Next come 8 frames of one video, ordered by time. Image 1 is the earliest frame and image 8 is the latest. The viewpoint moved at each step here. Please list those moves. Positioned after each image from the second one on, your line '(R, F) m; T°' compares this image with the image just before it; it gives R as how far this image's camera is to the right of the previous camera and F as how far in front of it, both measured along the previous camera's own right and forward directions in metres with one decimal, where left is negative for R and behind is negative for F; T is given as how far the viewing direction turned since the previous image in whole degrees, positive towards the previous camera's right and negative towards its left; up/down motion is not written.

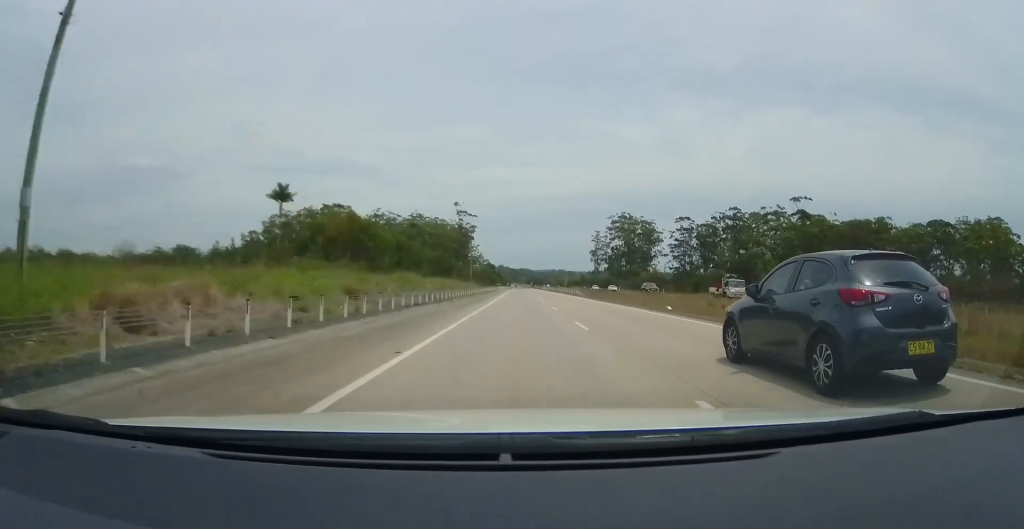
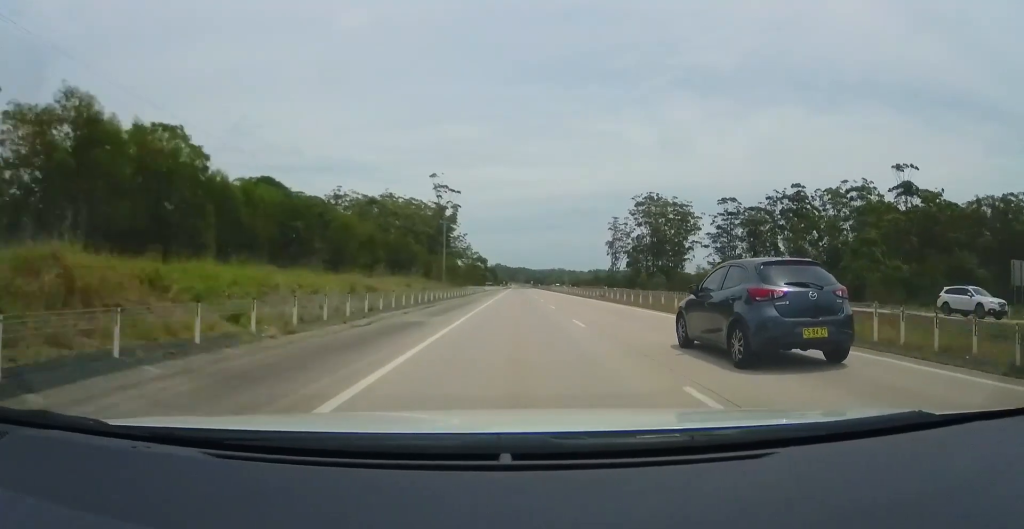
(-0.2, +58.5) m; +1°
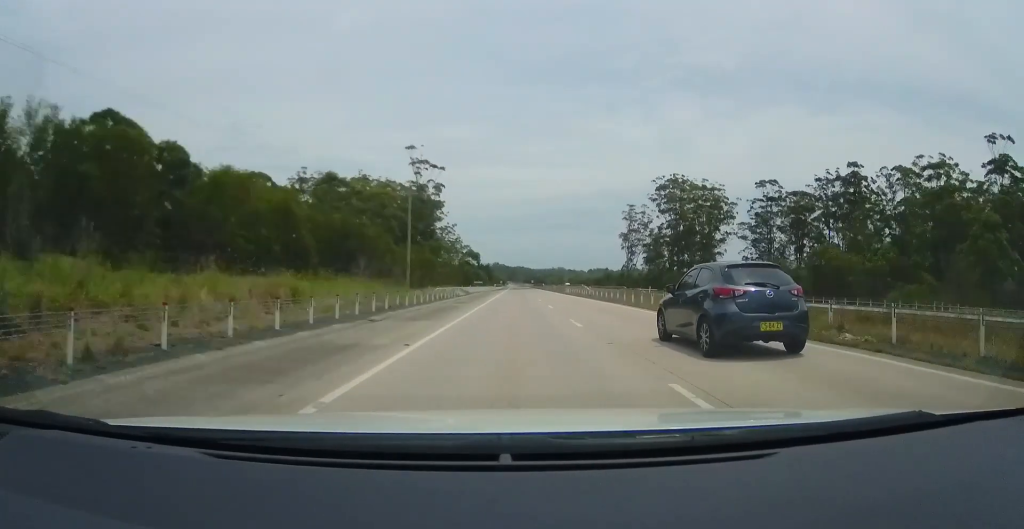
(+0.3, +35.3) m; 0°
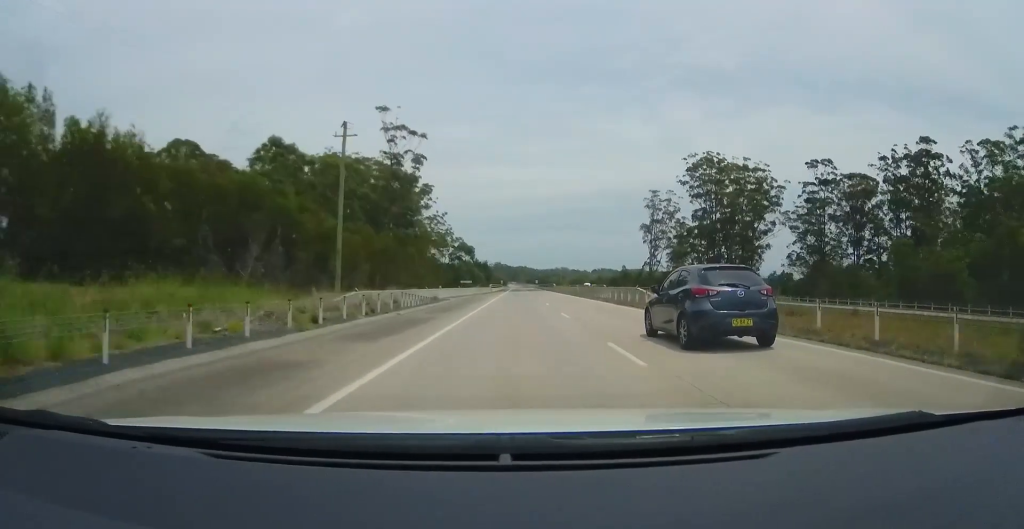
(-0.1, +31.6) m; -1°
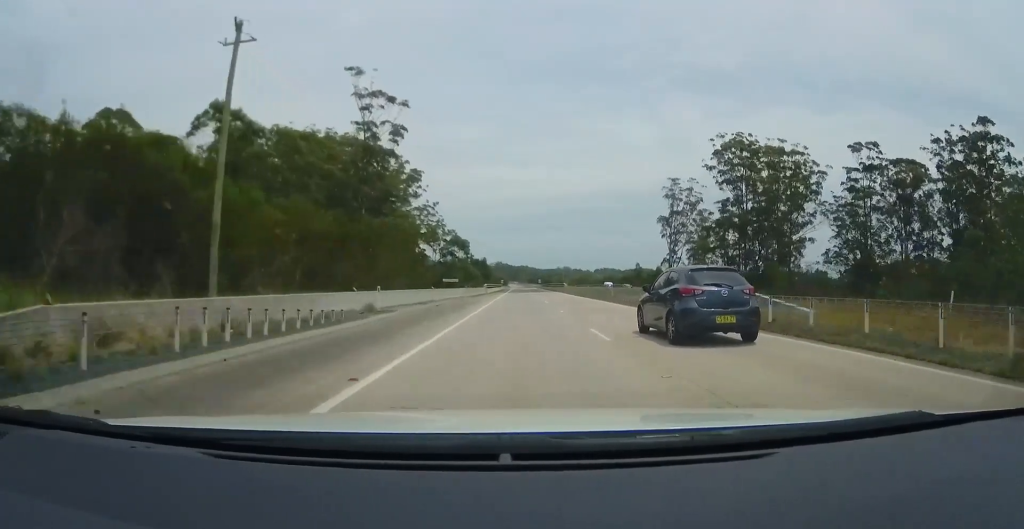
(-0.2, +20.7) m; -1°
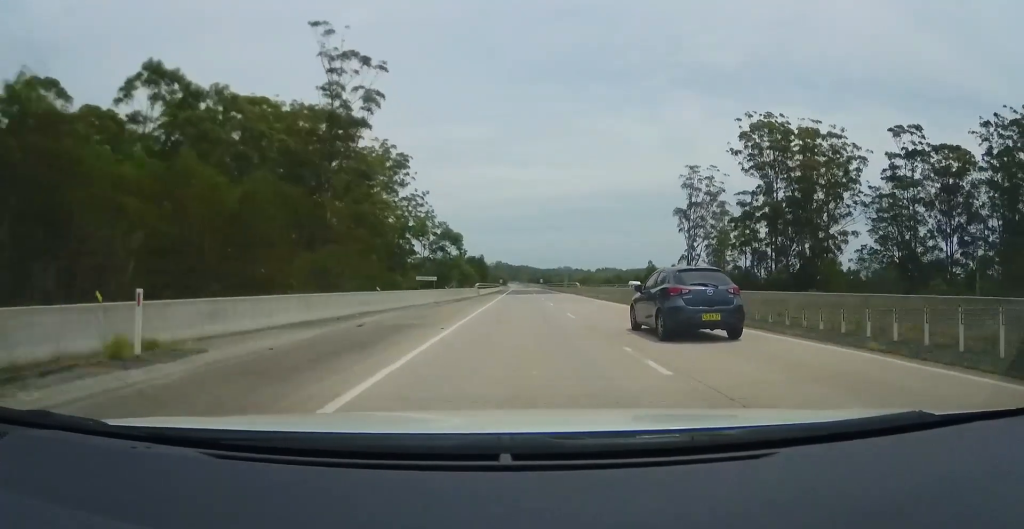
(-0.2, +15.8) m; 0°
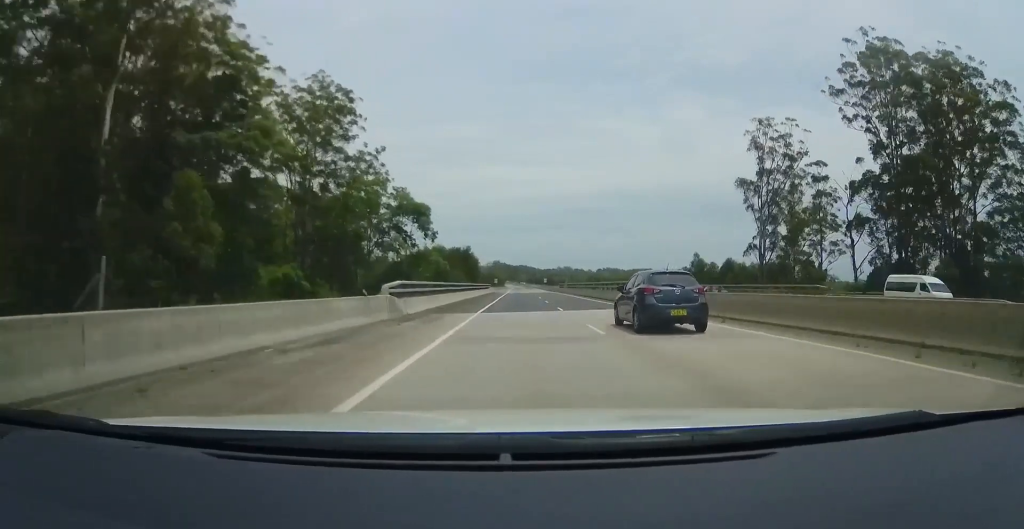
(+0.5, +41.3) m; +1°
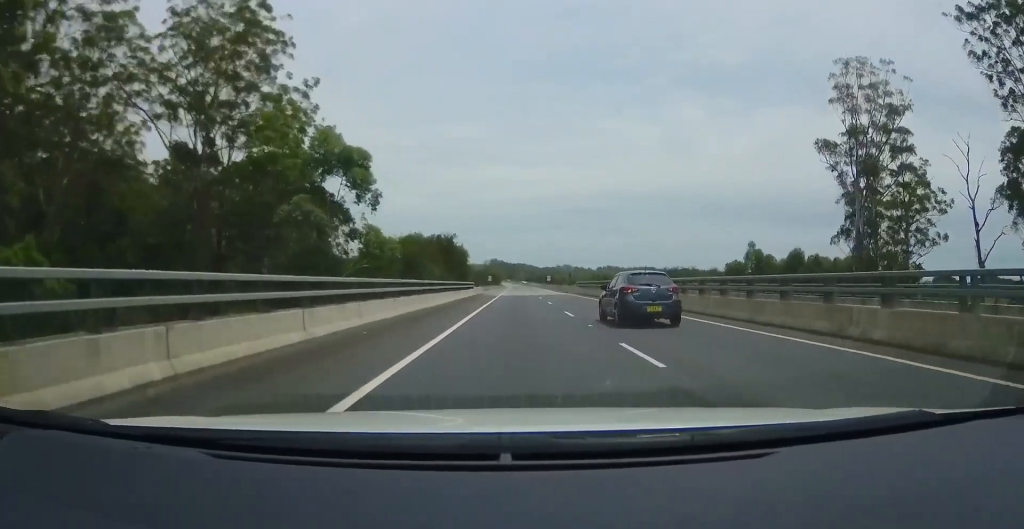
(0.0, +30.2) m; 0°
